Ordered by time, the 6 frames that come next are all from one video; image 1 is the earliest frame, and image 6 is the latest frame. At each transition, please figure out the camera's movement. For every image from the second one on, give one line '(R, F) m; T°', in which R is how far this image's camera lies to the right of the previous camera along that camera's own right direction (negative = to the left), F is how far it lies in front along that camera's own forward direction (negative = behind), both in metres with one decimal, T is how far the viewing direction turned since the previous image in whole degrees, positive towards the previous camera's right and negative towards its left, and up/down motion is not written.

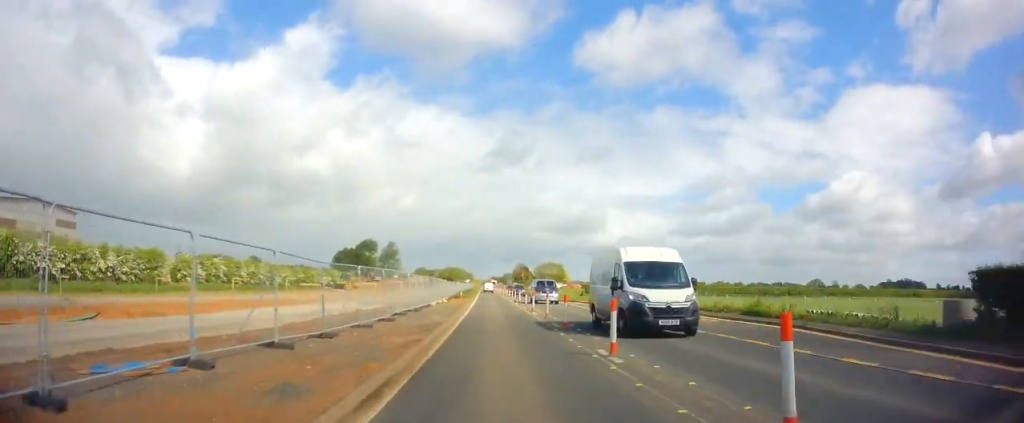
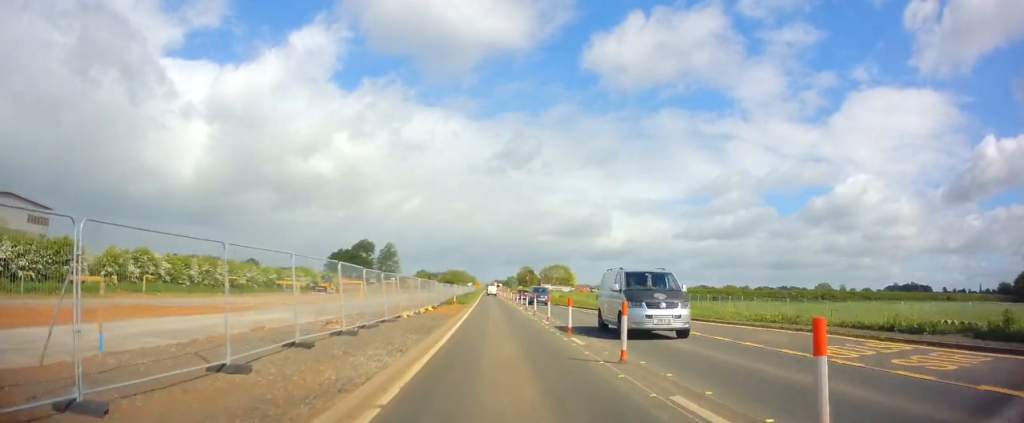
(-0.1, +13.4) m; 0°
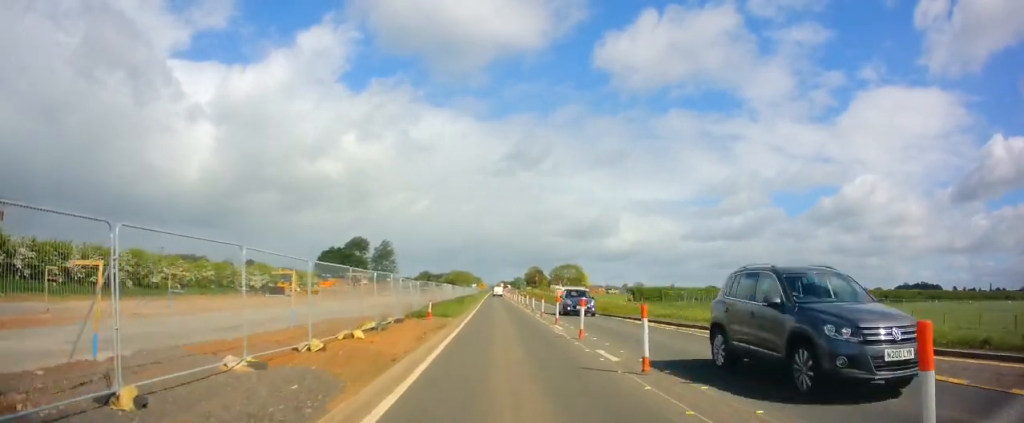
(-0.1, +20.0) m; -1°
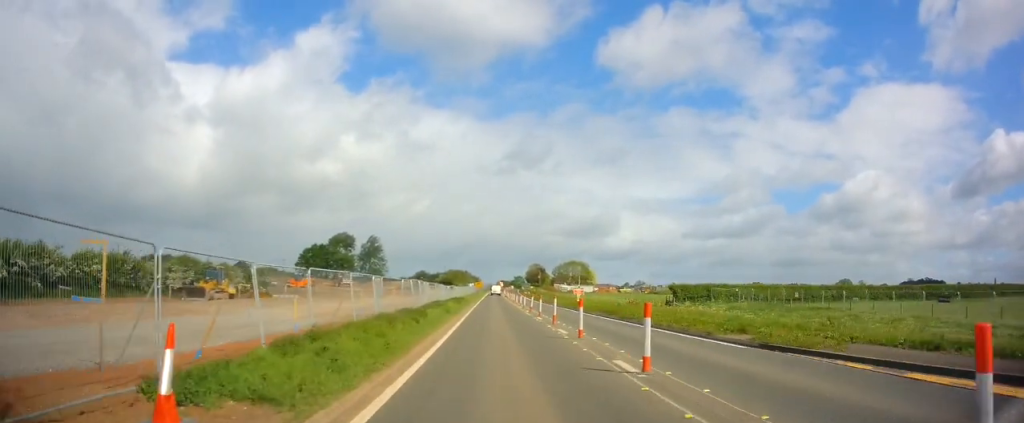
(0.0, +19.5) m; 0°
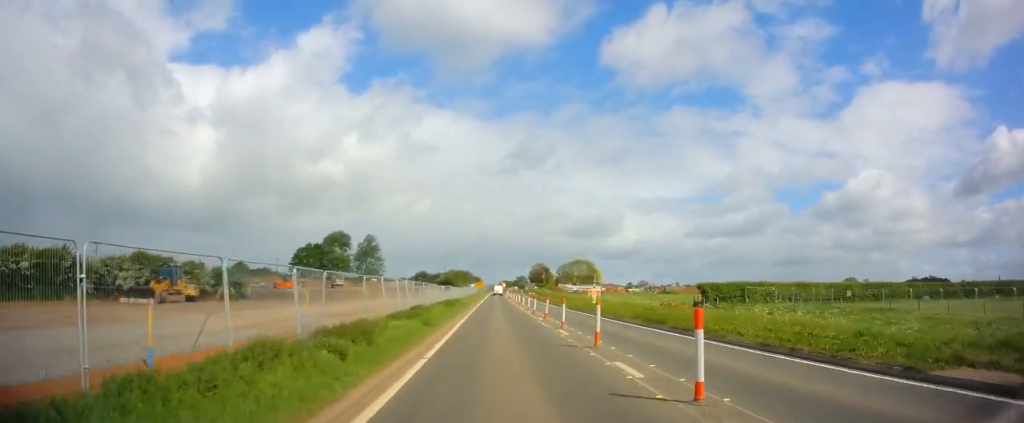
(0.0, +8.5) m; 0°
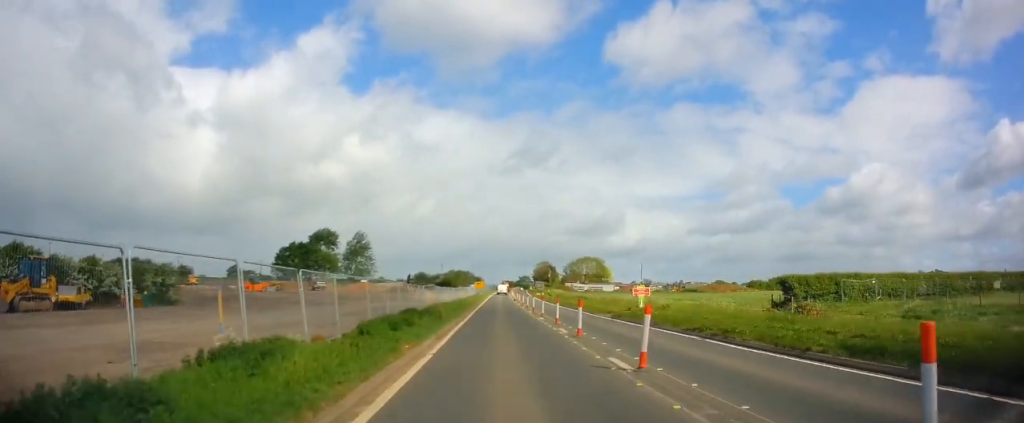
(+0.1, +16.6) m; 0°
